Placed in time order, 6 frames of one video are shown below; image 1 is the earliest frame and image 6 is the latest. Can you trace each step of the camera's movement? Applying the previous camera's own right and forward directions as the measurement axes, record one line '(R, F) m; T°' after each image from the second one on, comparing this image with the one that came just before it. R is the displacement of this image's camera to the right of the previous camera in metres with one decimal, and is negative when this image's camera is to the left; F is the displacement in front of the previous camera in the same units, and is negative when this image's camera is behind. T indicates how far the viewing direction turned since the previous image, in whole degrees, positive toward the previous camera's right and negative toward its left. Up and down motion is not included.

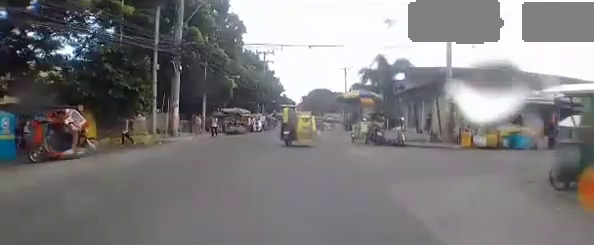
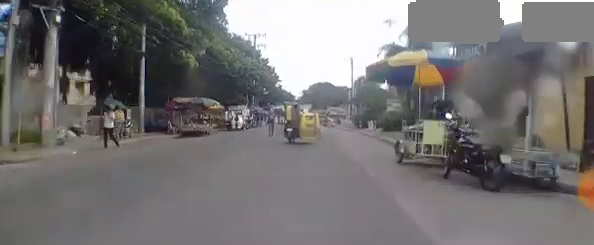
(+0.2, +10.7) m; +1°
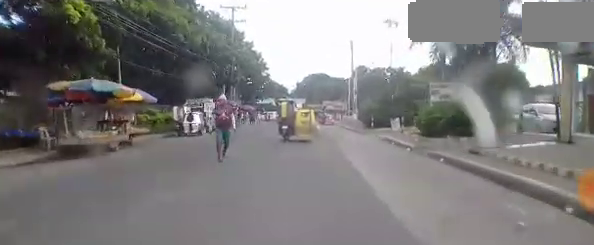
(0.0, +9.7) m; 0°
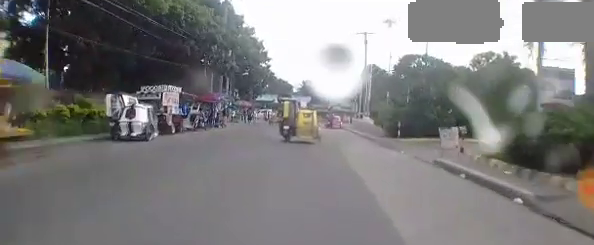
(+0.1, +6.3) m; +3°
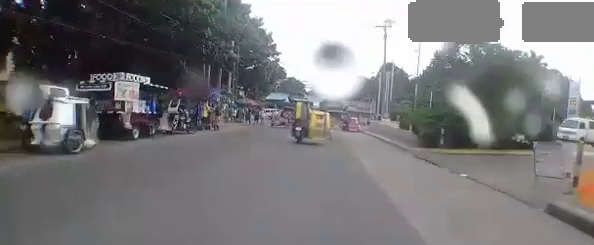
(0.0, +4.5) m; +2°
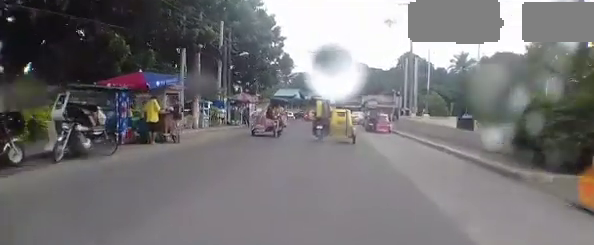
(+0.2, +7.9) m; -4°
